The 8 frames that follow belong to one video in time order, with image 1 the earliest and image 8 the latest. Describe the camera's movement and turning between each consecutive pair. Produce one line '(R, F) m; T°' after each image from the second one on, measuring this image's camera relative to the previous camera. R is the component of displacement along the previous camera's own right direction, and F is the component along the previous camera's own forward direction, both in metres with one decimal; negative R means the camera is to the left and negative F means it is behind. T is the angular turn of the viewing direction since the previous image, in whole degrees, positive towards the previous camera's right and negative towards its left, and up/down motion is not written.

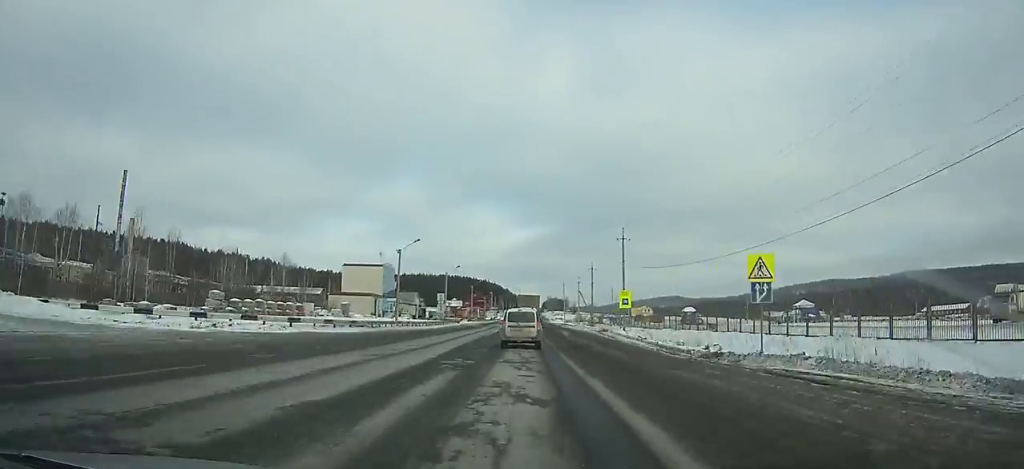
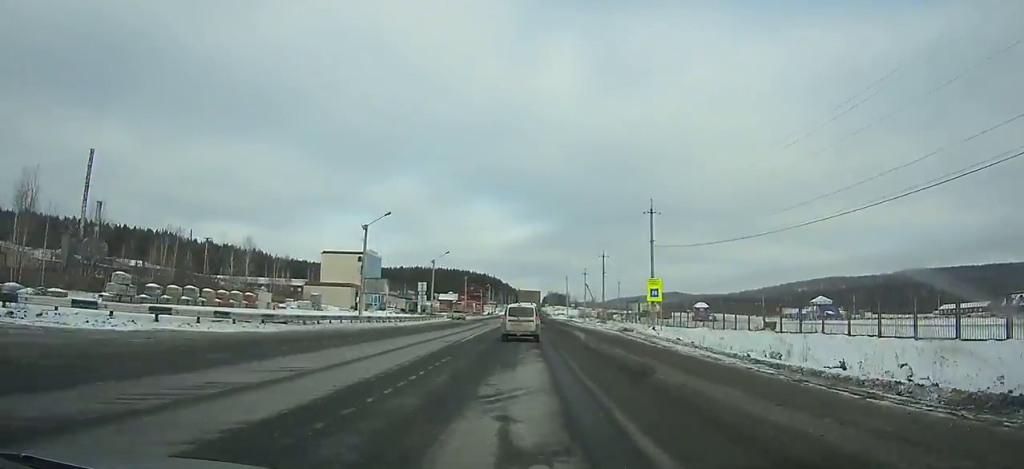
(0.0, +13.1) m; 0°
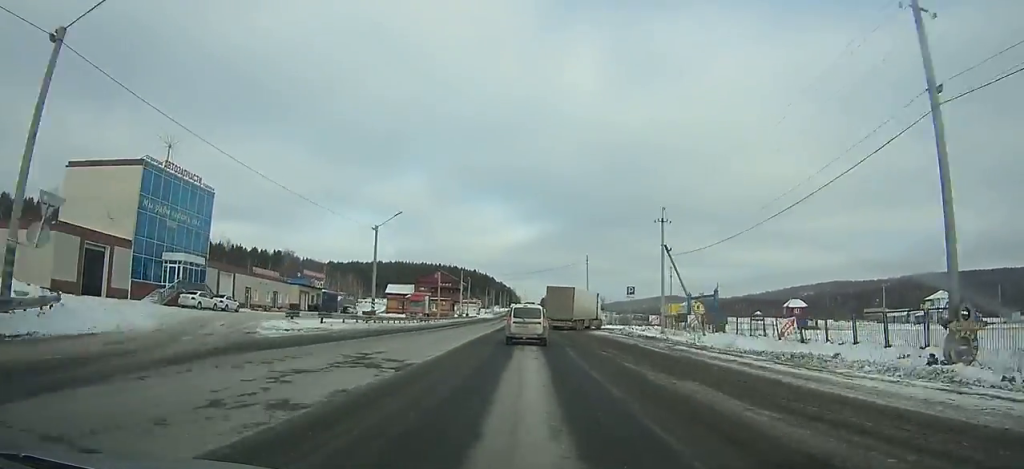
(-0.3, +67.4) m; 0°
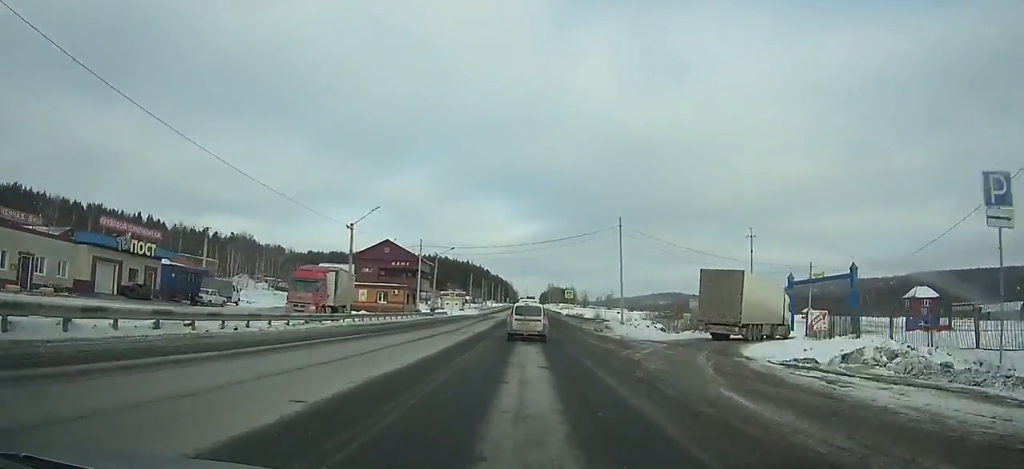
(+0.2, +44.2) m; 0°
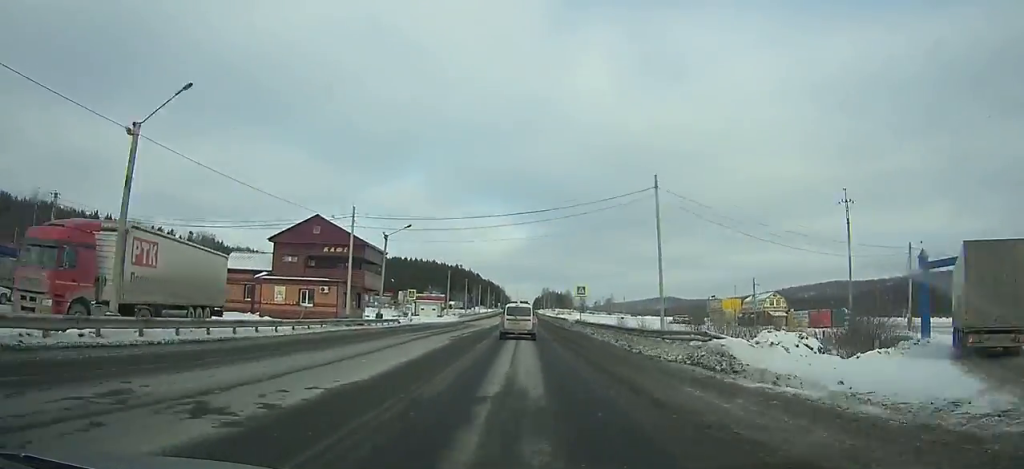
(+0.1, +25.2) m; 0°
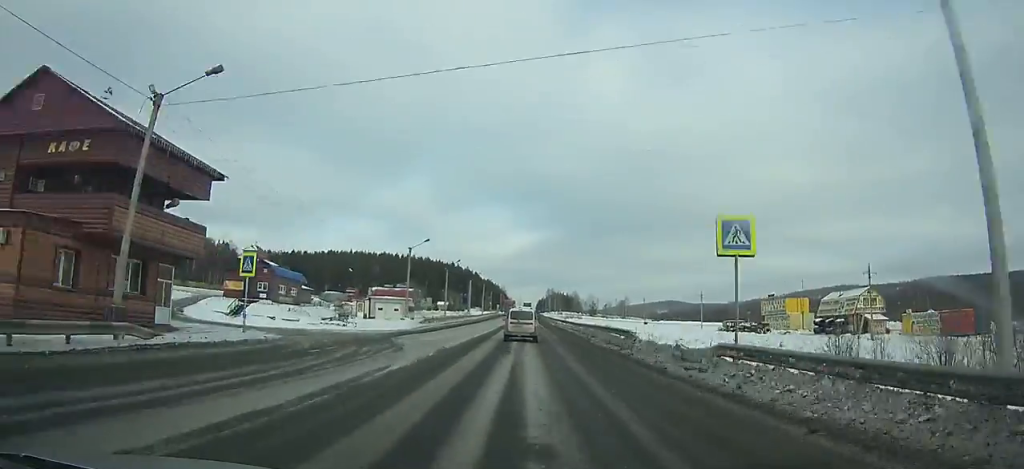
(-0.4, +35.7) m; 0°
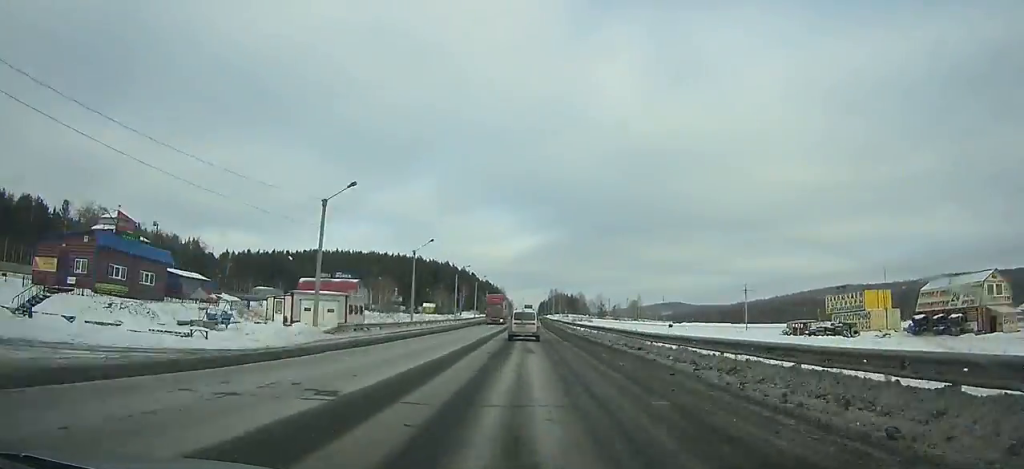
(+0.3, +28.5) m; 0°
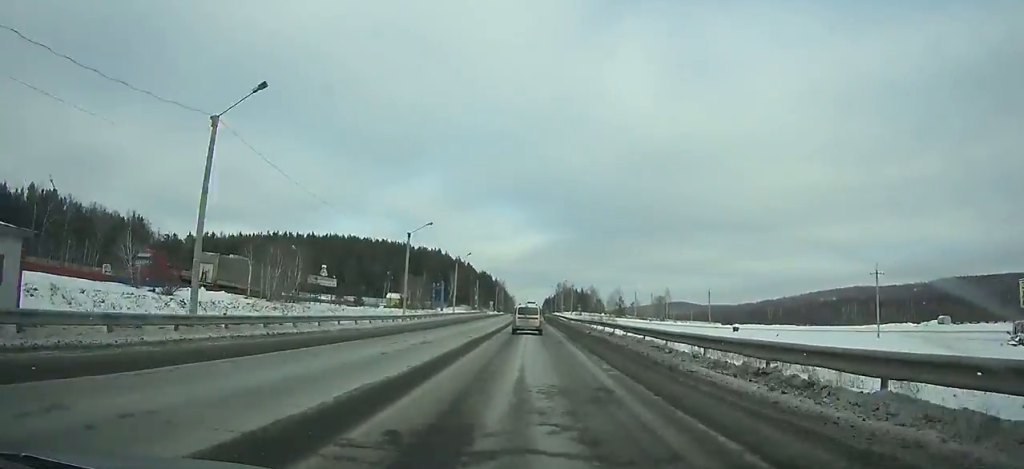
(+0.2, +43.1) m; 0°
